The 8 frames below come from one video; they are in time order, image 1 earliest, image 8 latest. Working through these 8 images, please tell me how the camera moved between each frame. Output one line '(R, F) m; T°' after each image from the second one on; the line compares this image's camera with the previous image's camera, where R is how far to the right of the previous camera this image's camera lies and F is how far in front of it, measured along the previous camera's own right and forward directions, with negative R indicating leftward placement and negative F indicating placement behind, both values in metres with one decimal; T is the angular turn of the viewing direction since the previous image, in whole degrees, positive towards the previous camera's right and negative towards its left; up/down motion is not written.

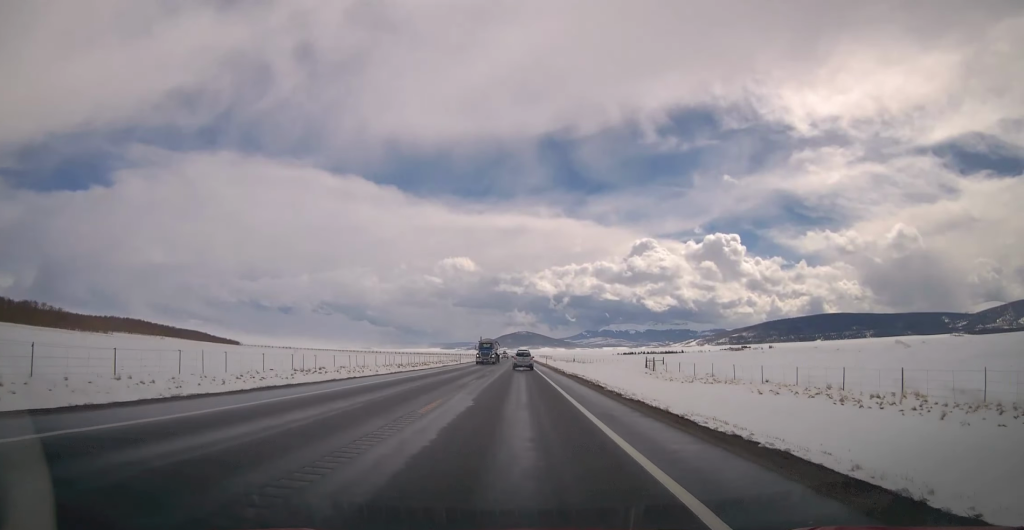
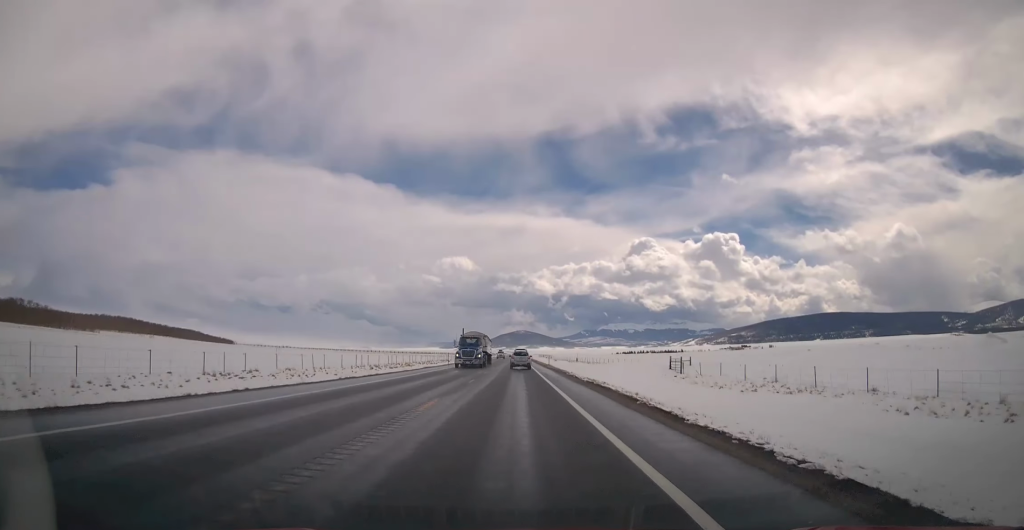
(+0.3, +12.2) m; 0°
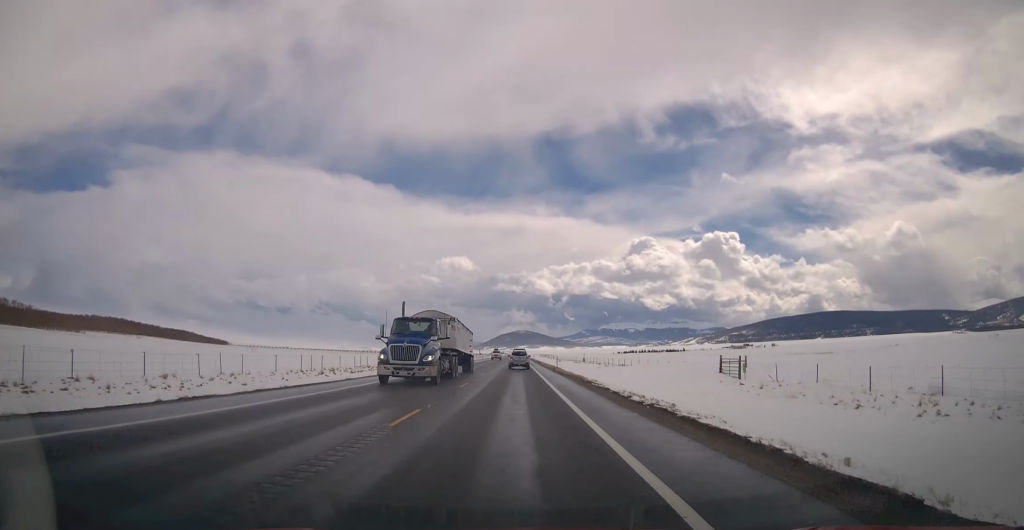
(-0.1, +14.0) m; 0°
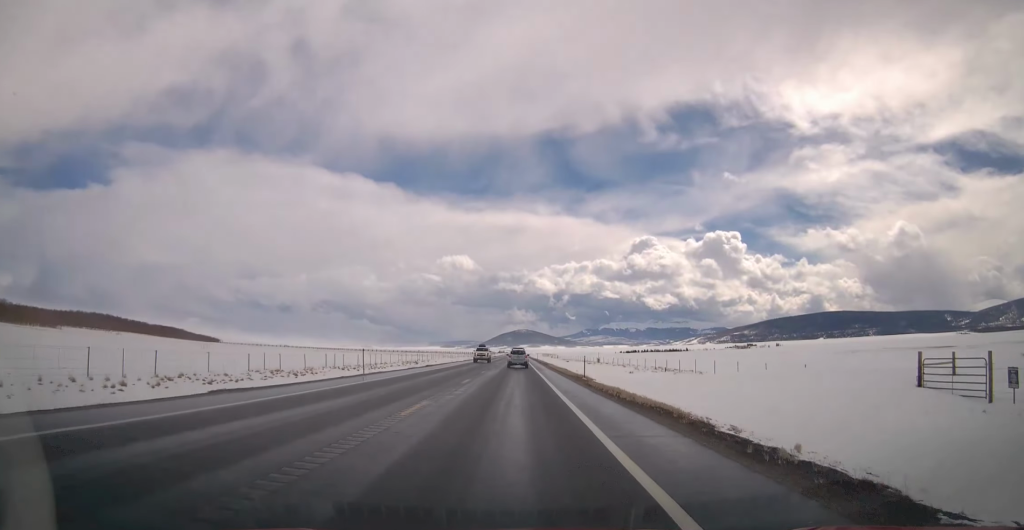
(-0.3, +23.5) m; 0°
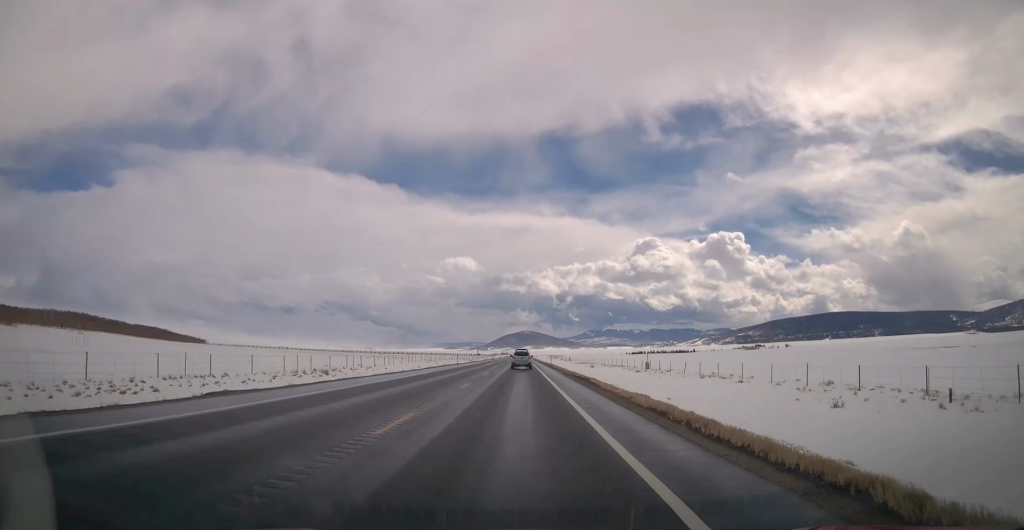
(+0.1, +38.6) m; -1°
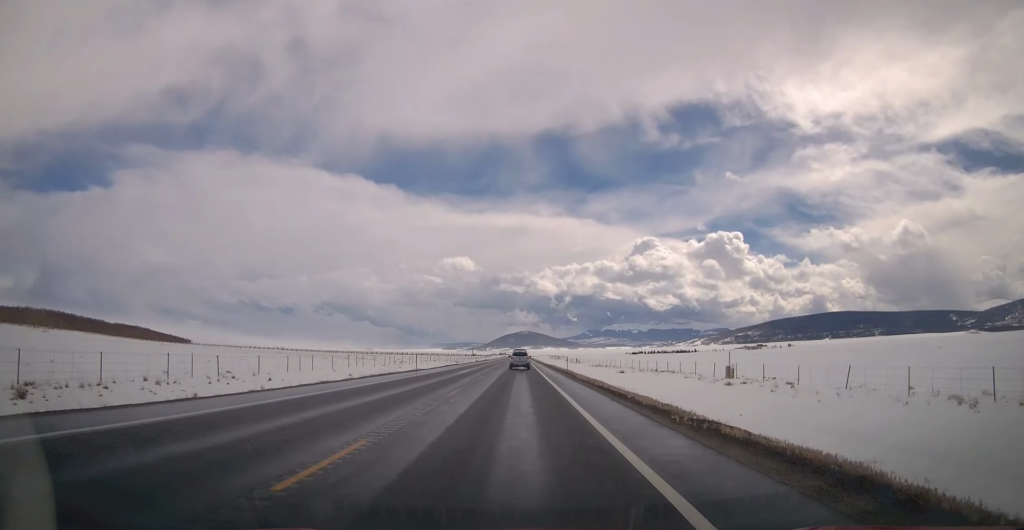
(-0.3, +28.6) m; 0°
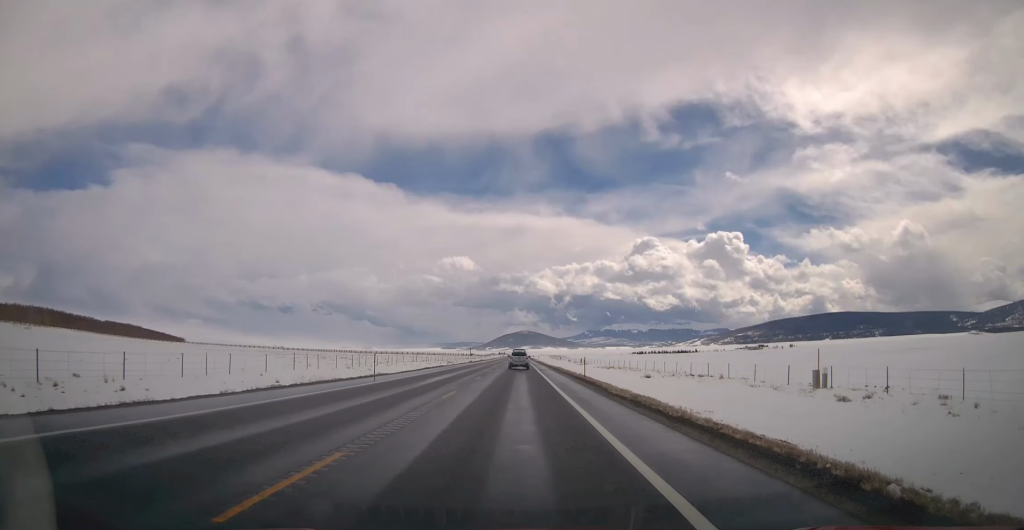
(-0.1, +12.6) m; +1°
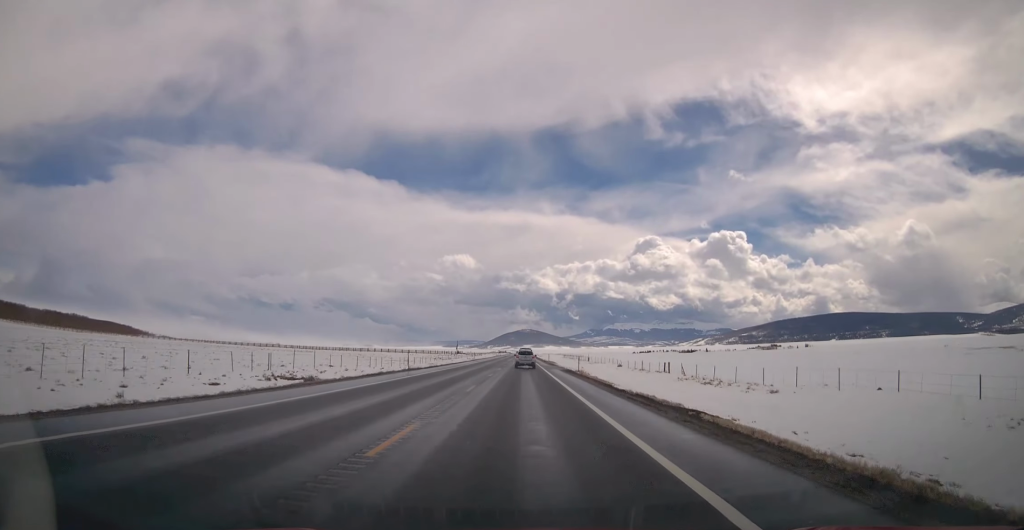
(+0.5, +82.1) m; 0°
